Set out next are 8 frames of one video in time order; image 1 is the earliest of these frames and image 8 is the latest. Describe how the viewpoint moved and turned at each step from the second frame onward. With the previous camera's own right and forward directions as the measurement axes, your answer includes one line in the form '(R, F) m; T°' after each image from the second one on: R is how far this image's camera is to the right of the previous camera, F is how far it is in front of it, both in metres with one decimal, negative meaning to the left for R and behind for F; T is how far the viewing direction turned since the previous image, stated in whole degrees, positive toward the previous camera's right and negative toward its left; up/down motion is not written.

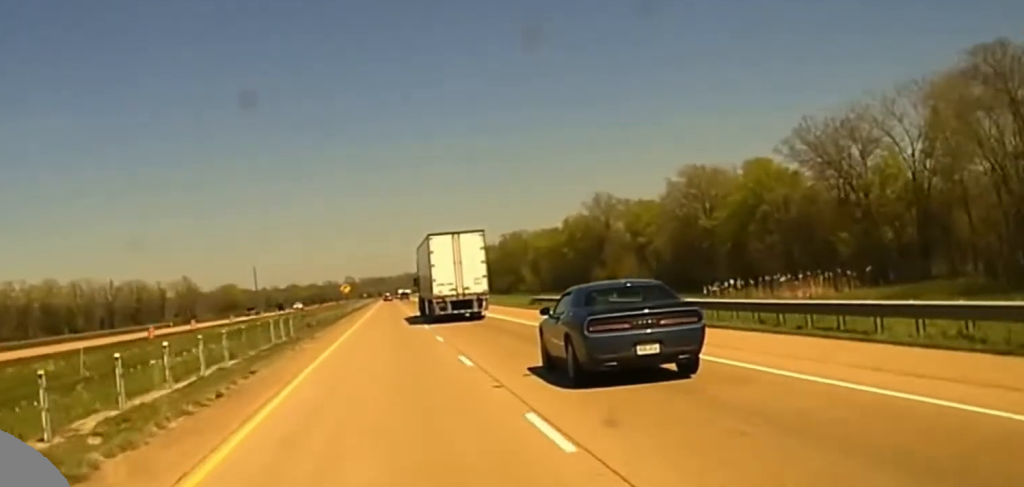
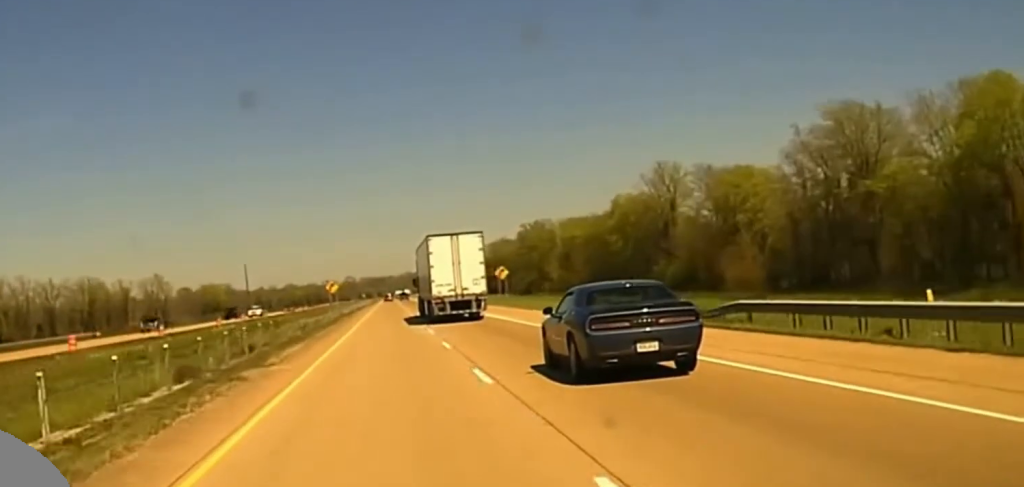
(0.0, +39.3) m; +1°
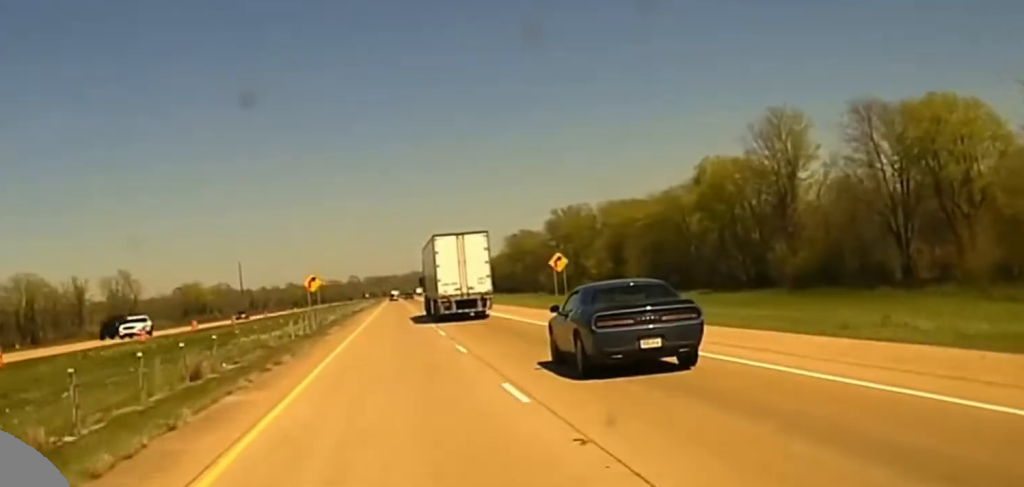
(+0.1, +40.4) m; -1°
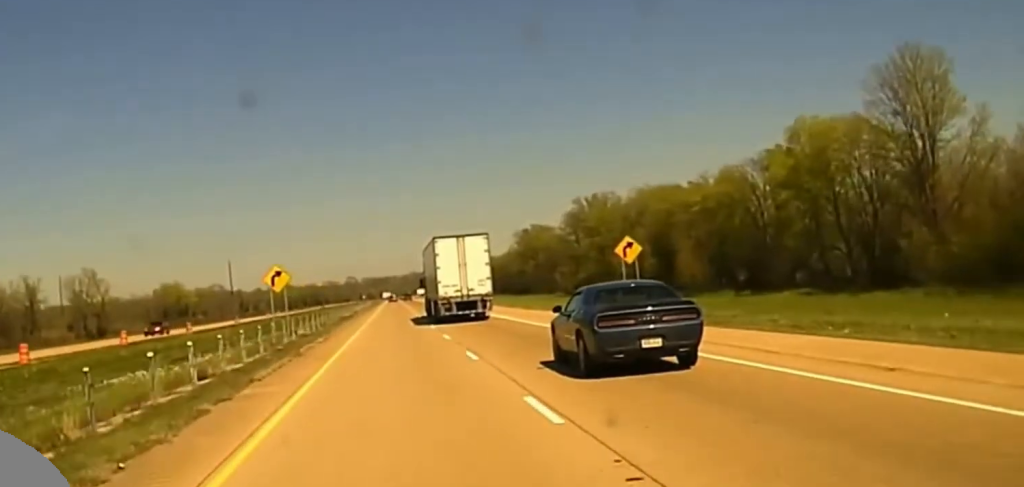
(-0.4, +27.9) m; 0°
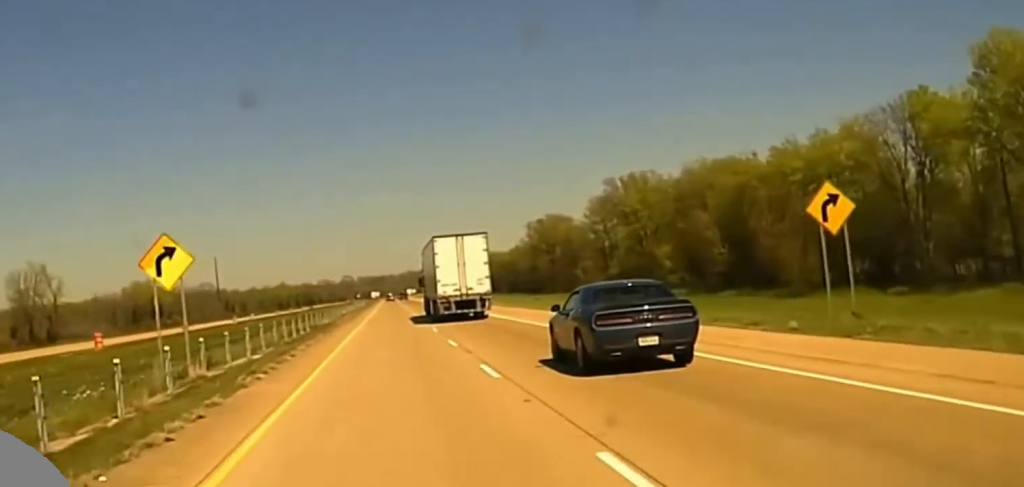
(+0.3, +30.1) m; 0°
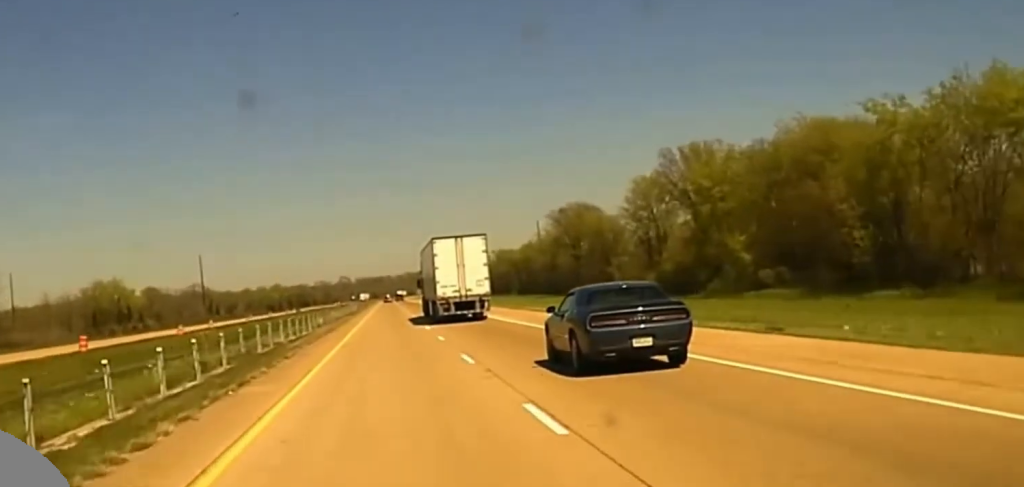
(-0.2, +32.3) m; 0°
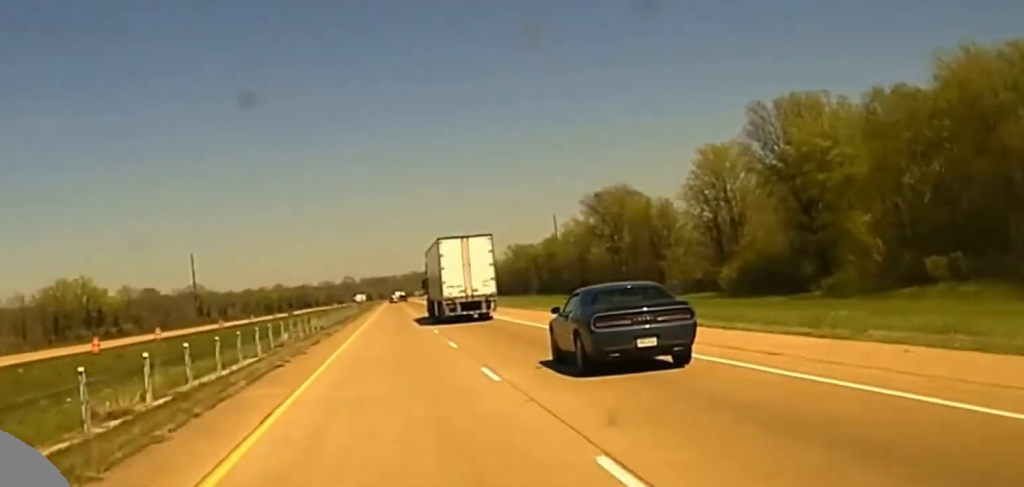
(+0.2, +29.4) m; 0°
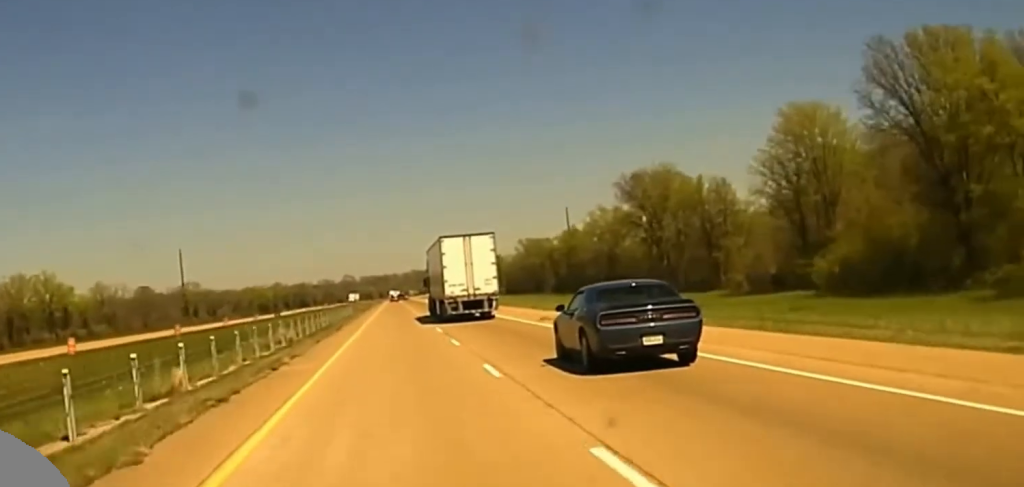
(-0.1, +23.2) m; 0°
